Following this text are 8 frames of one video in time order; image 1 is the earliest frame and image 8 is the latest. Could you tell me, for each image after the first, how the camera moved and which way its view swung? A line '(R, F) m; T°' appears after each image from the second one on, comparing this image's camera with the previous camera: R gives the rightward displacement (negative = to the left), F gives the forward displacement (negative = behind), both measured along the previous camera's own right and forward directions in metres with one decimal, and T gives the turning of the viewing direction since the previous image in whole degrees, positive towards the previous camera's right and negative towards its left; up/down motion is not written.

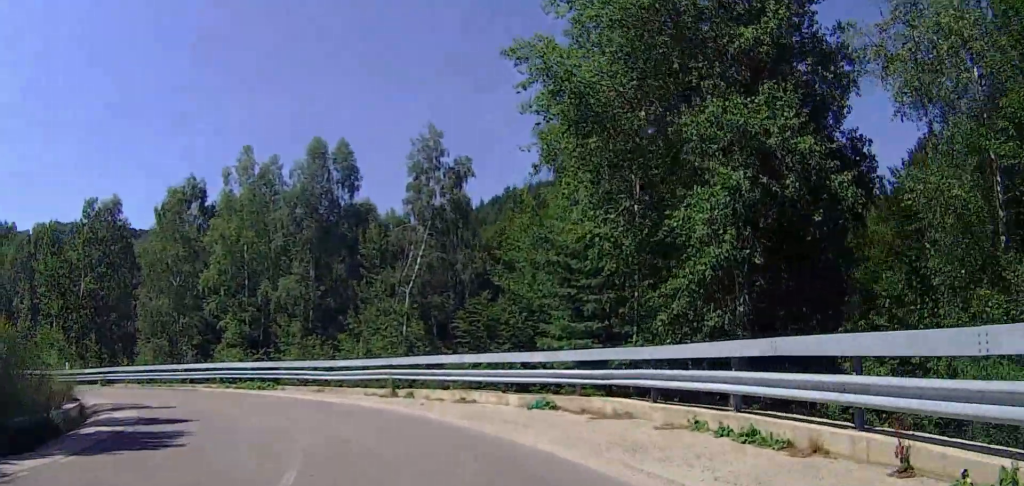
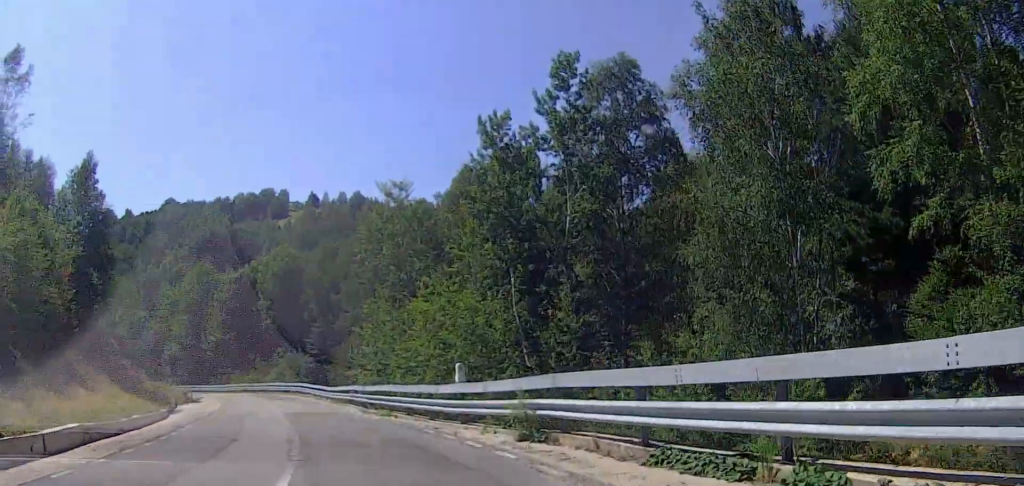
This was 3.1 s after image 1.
(-10.9, +27.6) m; -50°
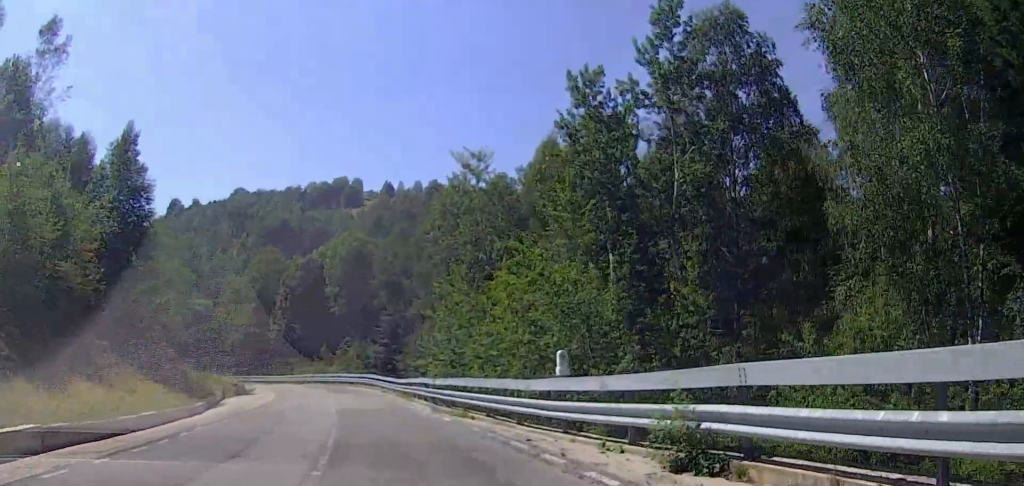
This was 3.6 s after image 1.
(-0.1, +4.8) m; -1°
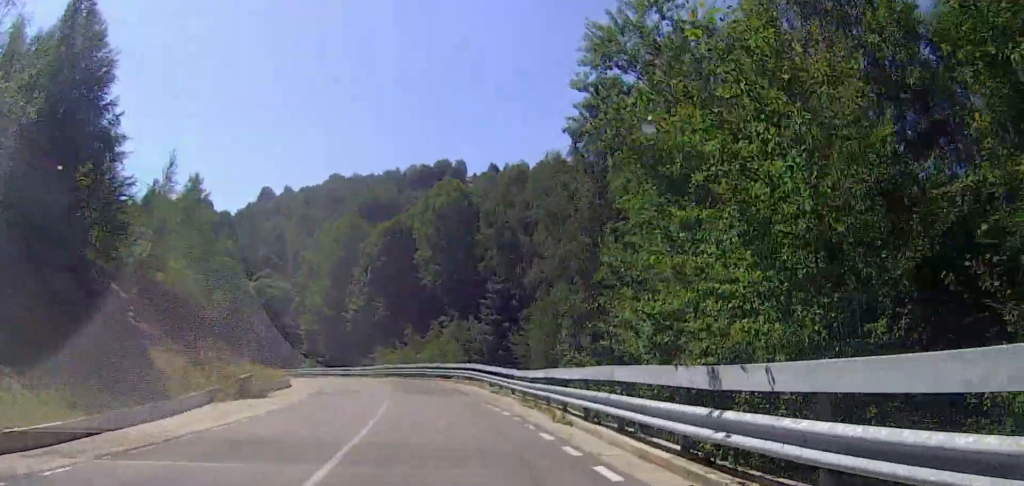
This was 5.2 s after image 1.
(0.0, +19.1) m; 0°
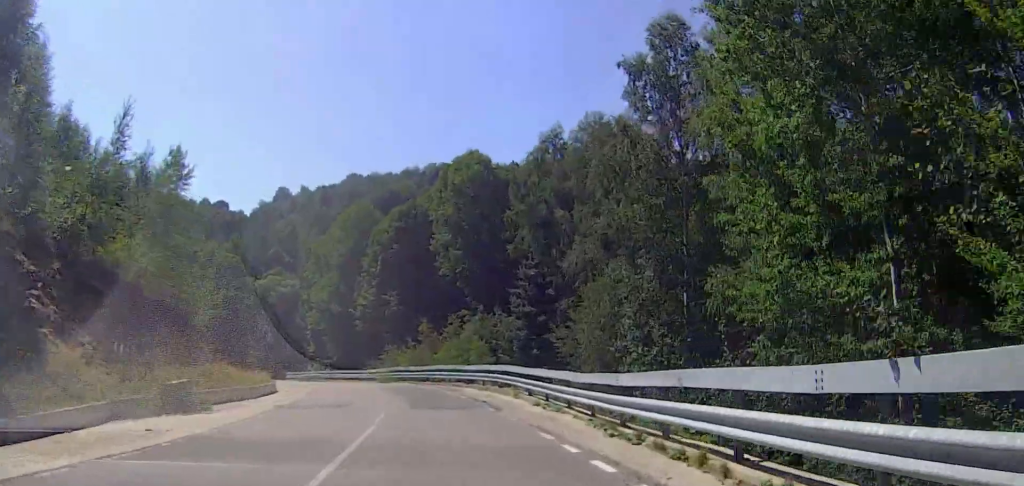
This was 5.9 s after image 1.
(0.0, +8.9) m; -4°
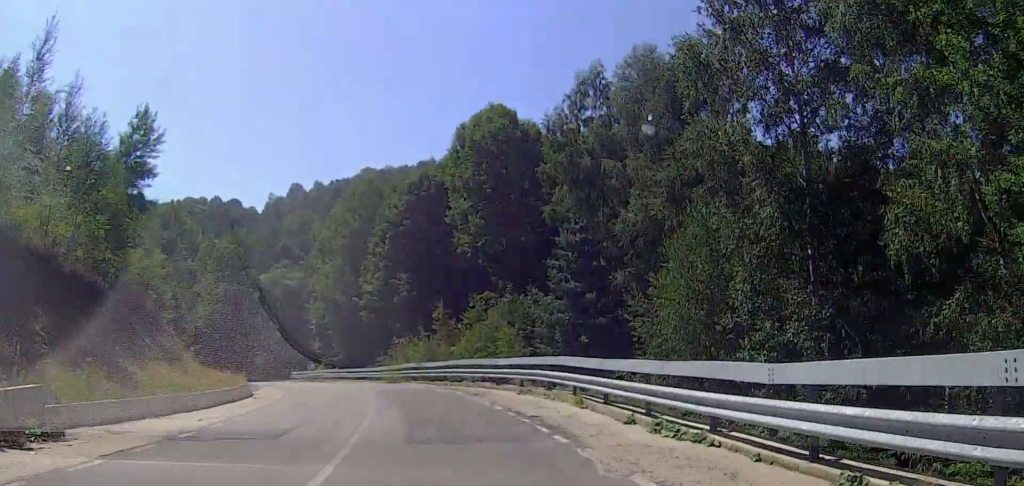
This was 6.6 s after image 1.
(-0.5, +9.1) m; -6°
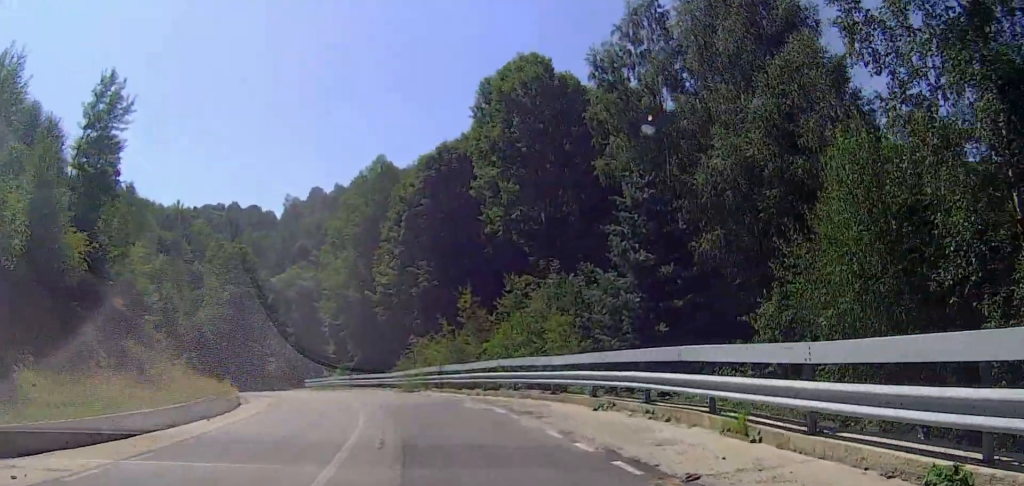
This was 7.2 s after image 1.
(-0.3, +8.0) m; -5°
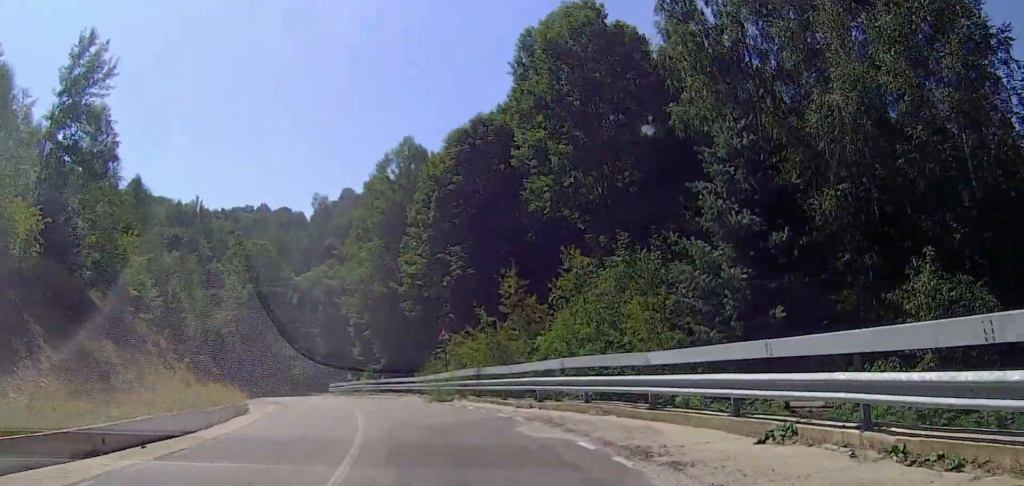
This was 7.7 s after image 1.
(-0.4, +6.7) m; -2°
